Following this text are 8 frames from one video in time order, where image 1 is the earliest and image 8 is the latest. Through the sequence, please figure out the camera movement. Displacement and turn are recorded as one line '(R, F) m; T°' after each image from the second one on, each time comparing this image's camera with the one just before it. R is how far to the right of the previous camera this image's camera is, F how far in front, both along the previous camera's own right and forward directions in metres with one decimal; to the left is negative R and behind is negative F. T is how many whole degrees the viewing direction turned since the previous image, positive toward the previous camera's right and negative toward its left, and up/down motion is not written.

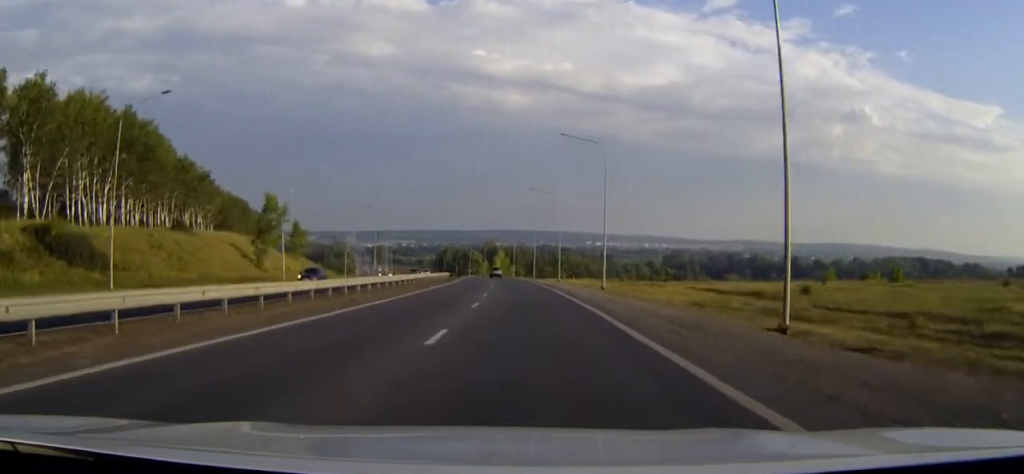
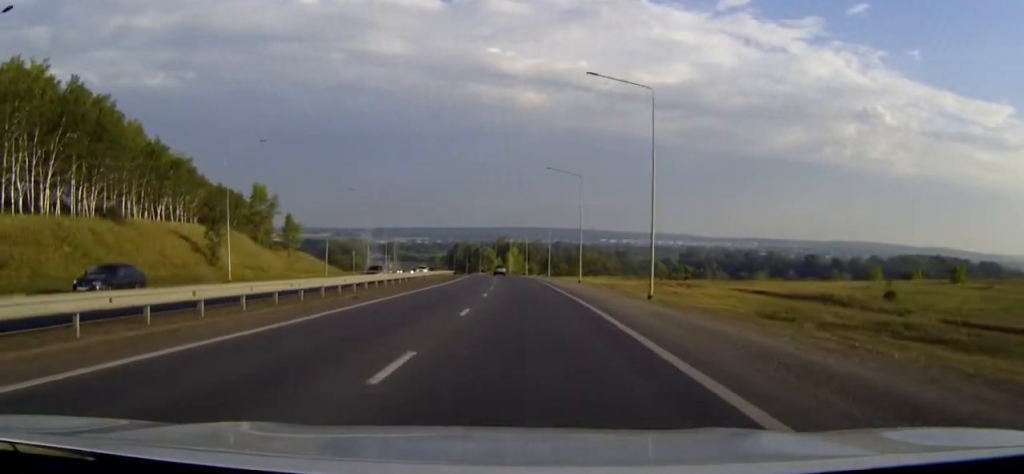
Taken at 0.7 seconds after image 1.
(-0.1, +16.5) m; -1°
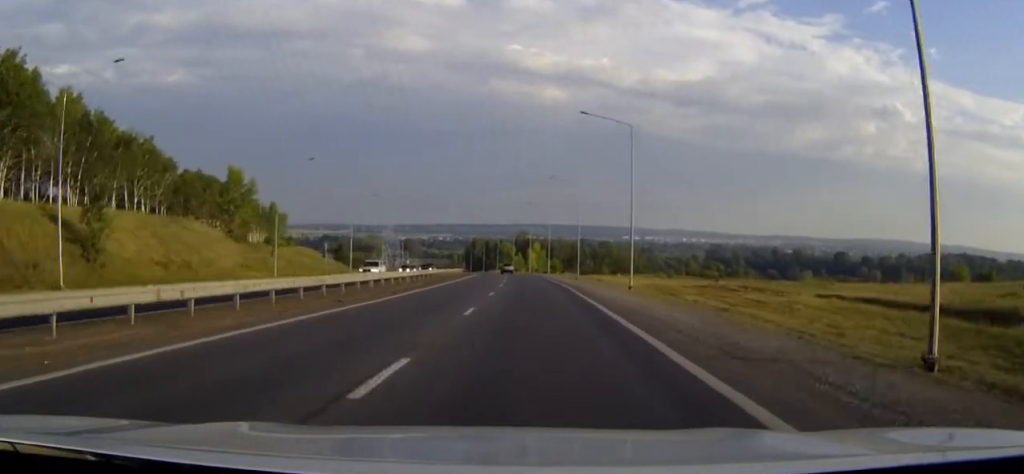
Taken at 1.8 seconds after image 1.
(-0.3, +25.0) m; -1°
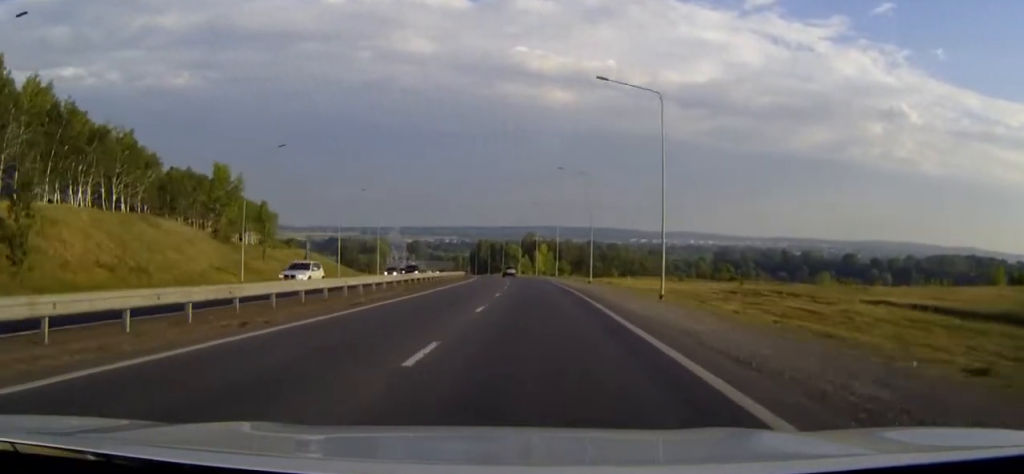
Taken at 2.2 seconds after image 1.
(-0.1, +9.4) m; 0°
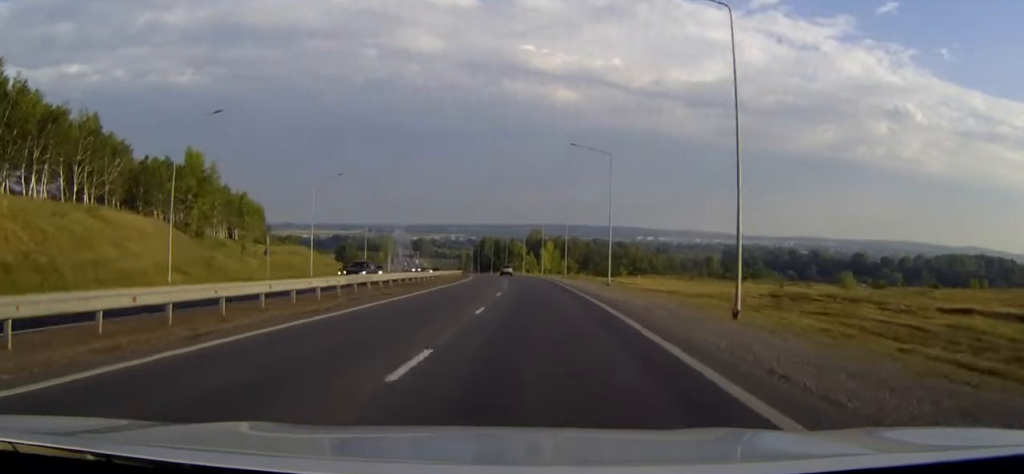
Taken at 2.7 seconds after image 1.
(0.0, +13.3) m; -1°
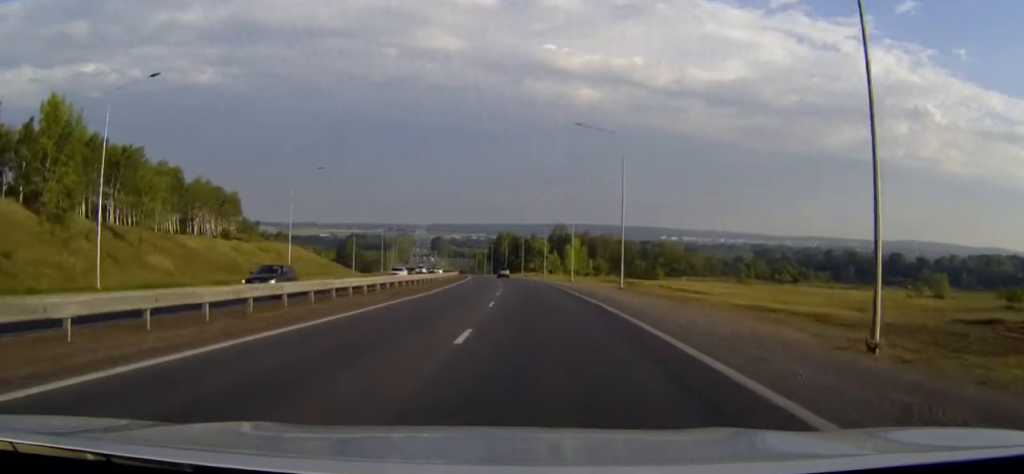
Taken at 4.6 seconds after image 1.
(-0.6, +43.5) m; -2°
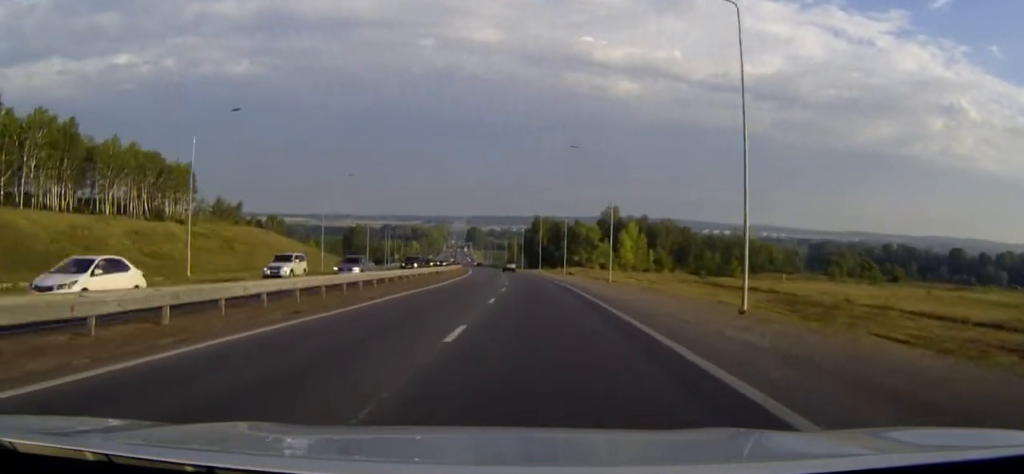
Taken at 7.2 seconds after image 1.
(-1.7, +60.0) m; -3°
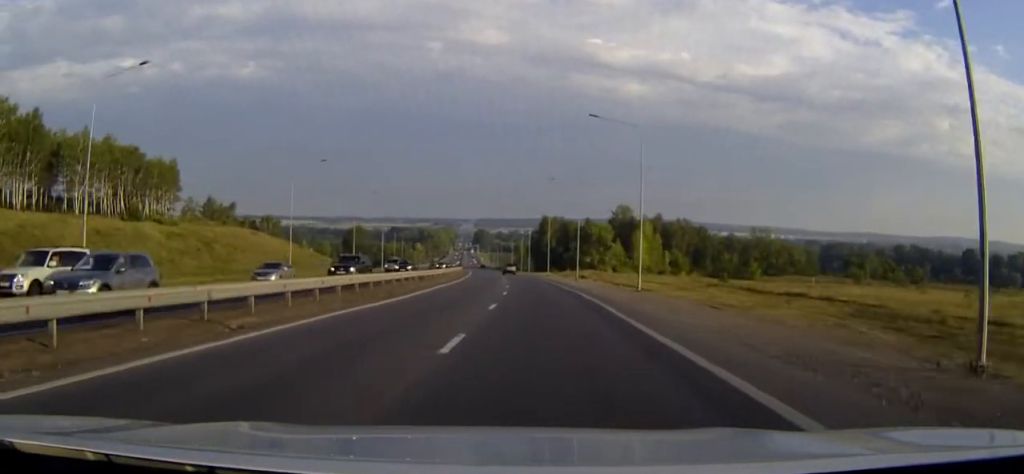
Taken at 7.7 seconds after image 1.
(0.0, +13.3) m; -1°
